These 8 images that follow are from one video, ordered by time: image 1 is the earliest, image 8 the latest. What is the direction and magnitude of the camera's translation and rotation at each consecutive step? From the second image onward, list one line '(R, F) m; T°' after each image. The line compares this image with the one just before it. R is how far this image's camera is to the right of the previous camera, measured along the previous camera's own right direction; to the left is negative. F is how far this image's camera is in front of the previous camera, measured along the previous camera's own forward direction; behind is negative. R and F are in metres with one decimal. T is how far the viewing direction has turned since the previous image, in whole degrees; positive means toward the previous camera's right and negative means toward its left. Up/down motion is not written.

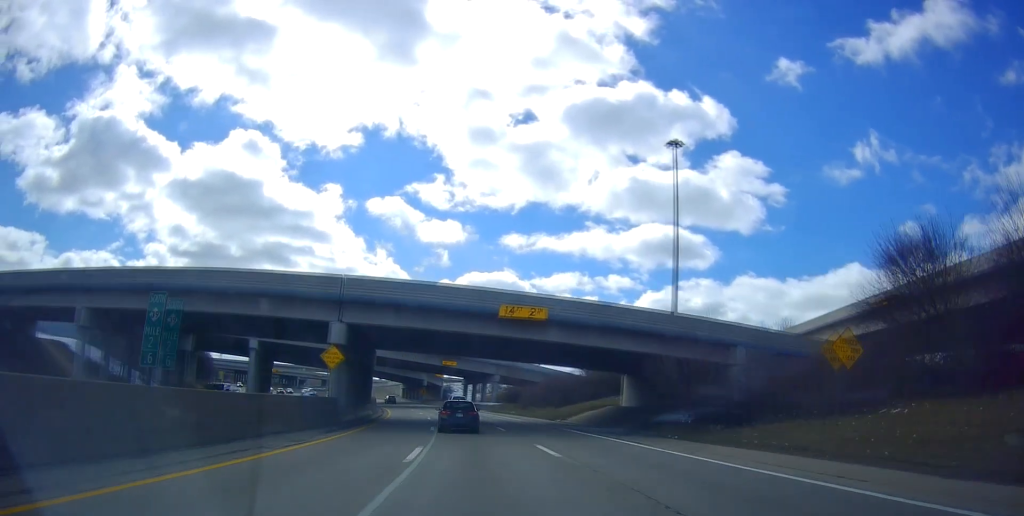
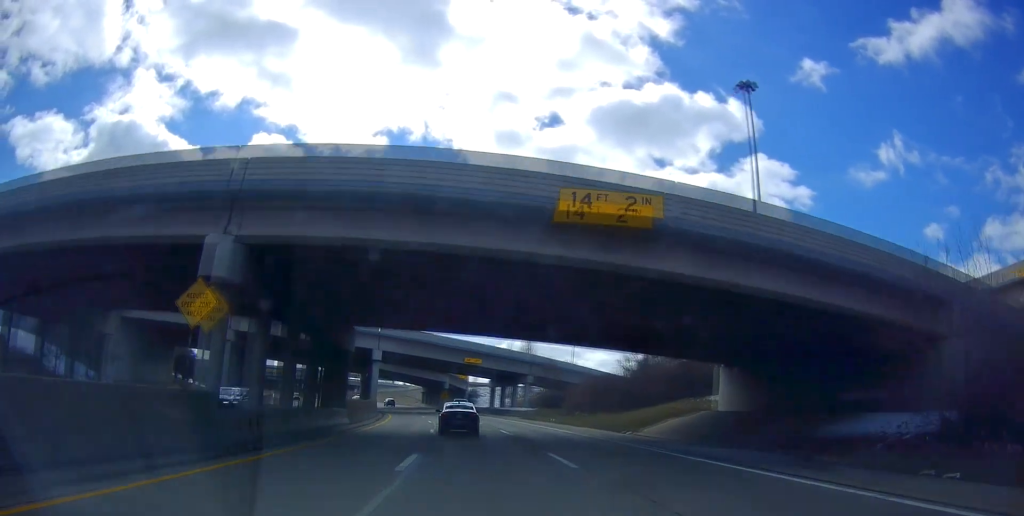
(-0.5, +17.0) m; -3°
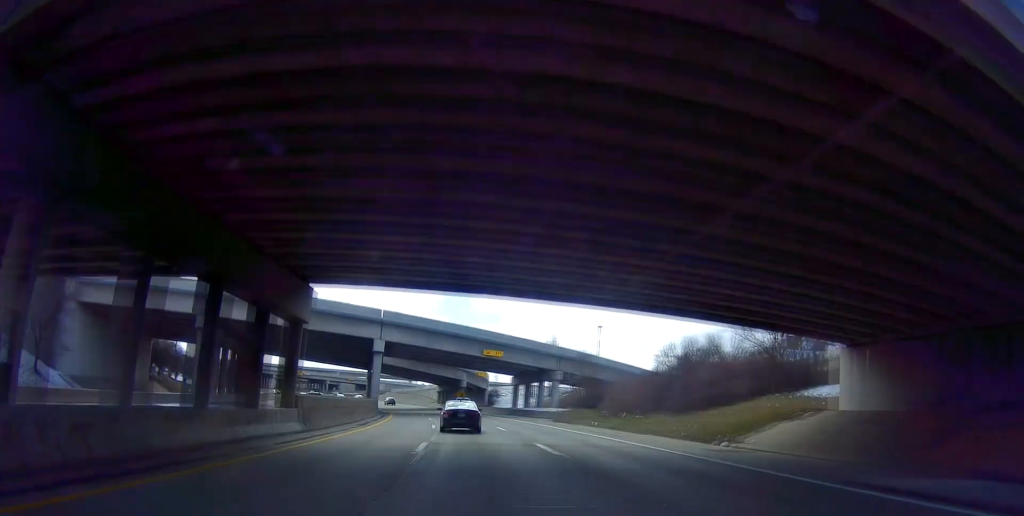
(0.0, +11.9) m; -2°
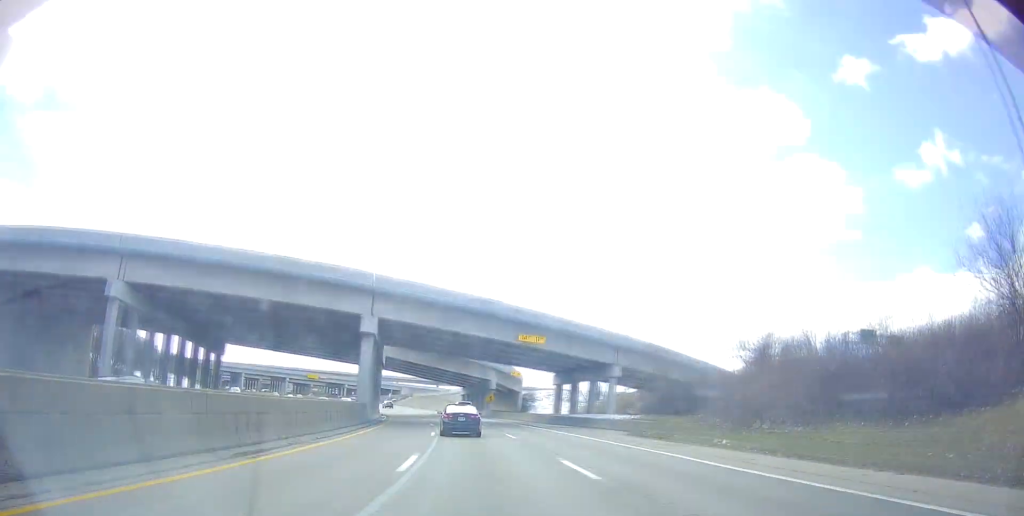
(-0.5, +19.4) m; -3°
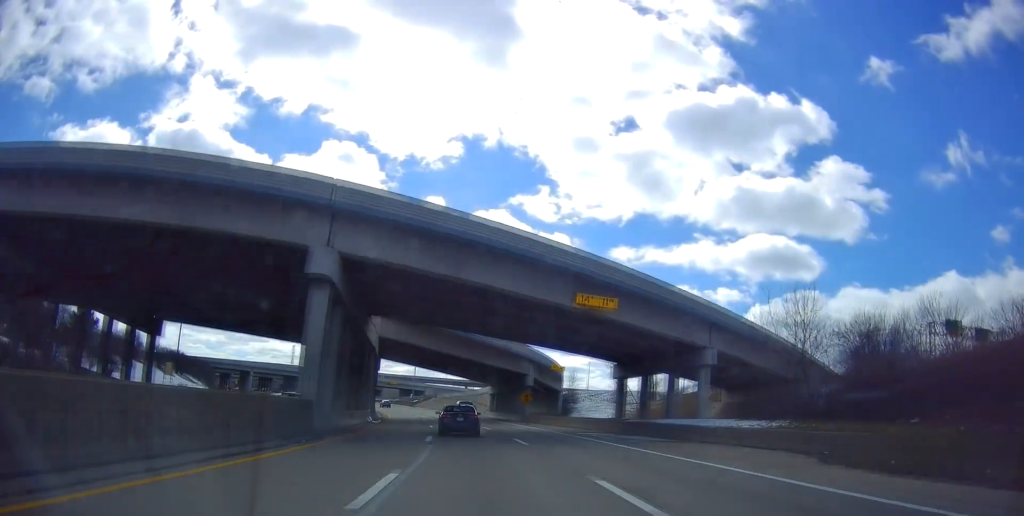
(-0.5, +19.4) m; -3°
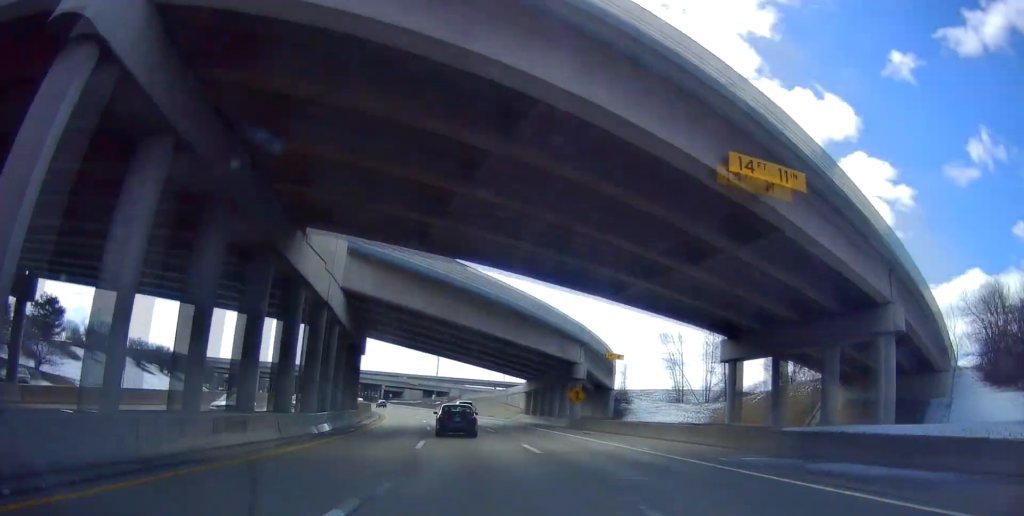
(-0.5, +19.4) m; -2°
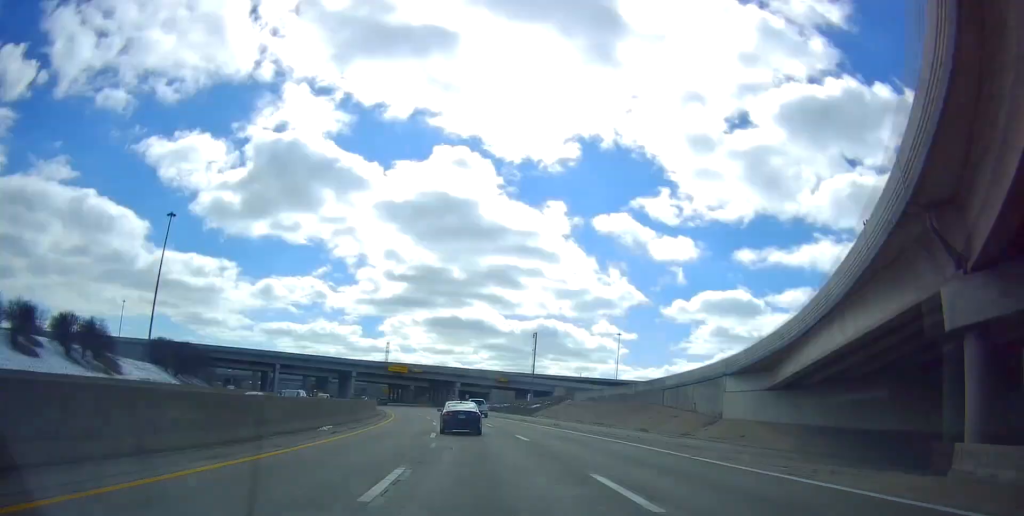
(-5.2, +56.4) m; -10°
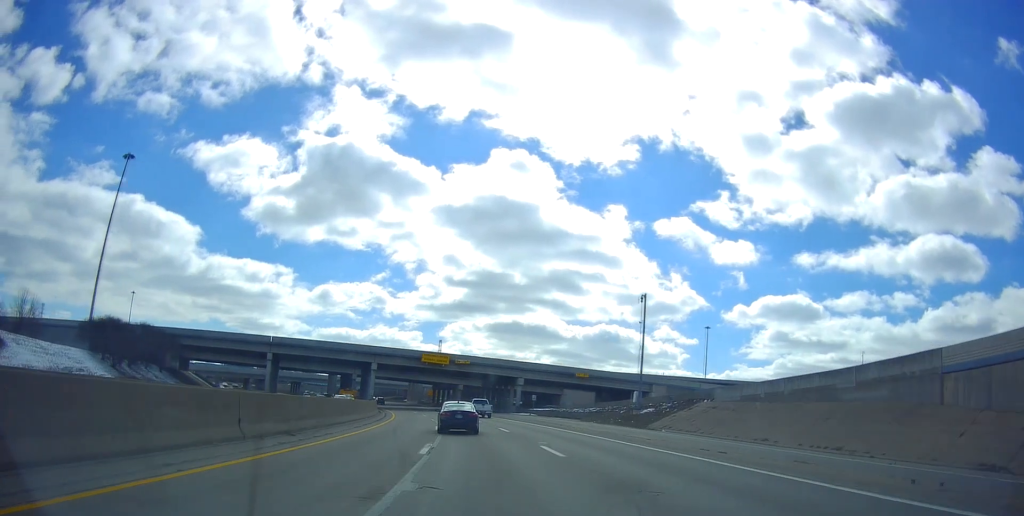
(-1.5, +38.4) m; -7°
